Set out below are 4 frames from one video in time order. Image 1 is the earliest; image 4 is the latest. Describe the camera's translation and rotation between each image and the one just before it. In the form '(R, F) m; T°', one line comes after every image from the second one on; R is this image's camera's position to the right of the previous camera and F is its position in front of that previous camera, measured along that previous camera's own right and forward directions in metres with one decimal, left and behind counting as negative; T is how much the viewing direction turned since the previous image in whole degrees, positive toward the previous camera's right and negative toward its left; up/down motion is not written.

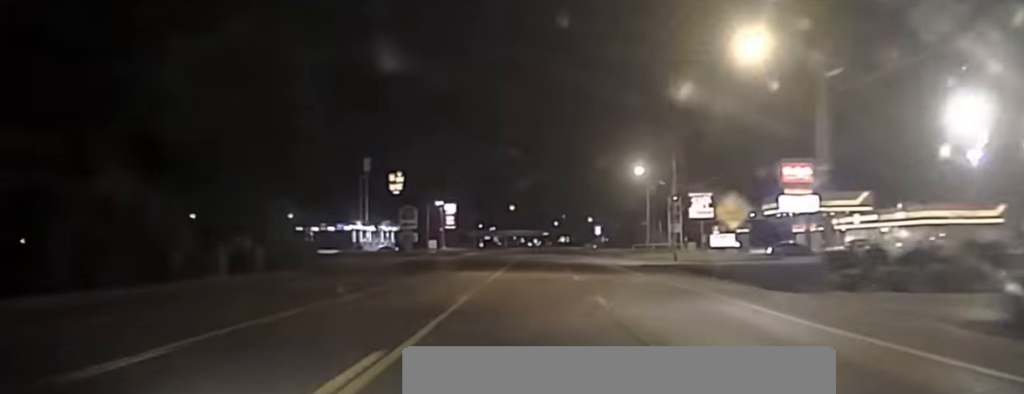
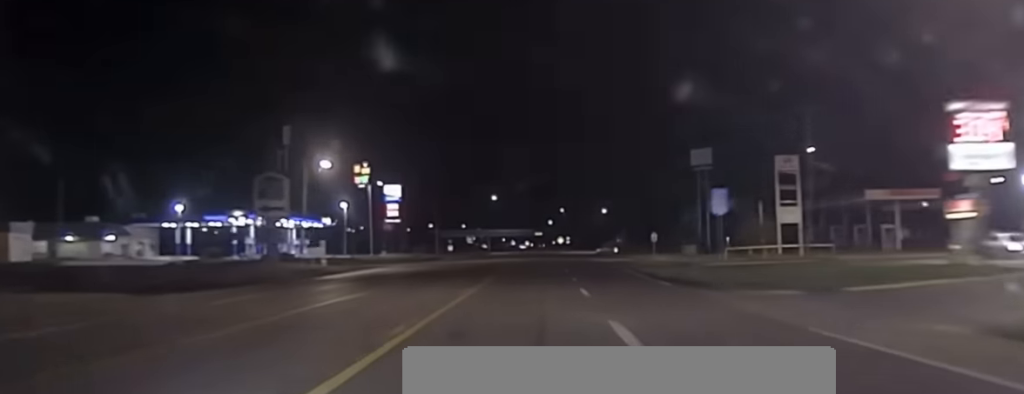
(0.0, +81.3) m; +1°
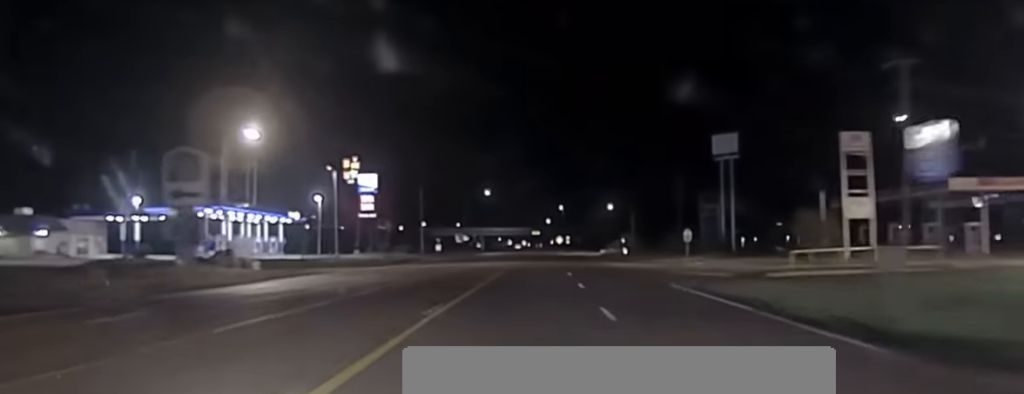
(+0.4, +18.9) m; 0°
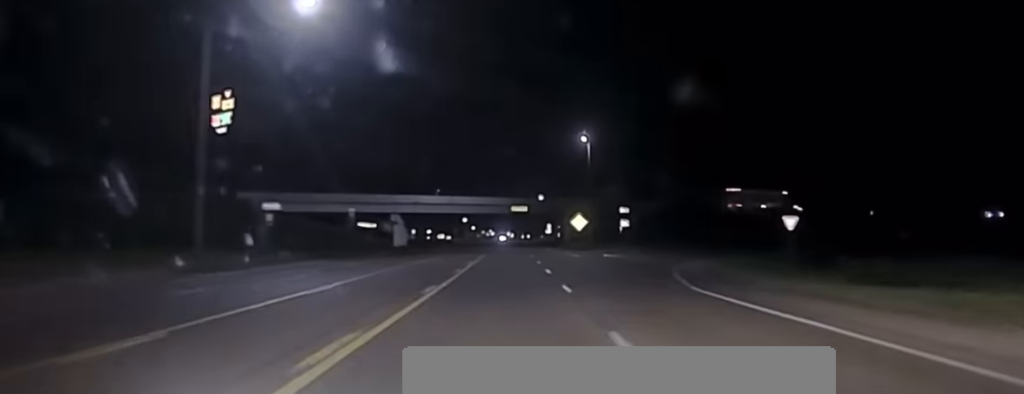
(0.0, +163.1) m; 0°
